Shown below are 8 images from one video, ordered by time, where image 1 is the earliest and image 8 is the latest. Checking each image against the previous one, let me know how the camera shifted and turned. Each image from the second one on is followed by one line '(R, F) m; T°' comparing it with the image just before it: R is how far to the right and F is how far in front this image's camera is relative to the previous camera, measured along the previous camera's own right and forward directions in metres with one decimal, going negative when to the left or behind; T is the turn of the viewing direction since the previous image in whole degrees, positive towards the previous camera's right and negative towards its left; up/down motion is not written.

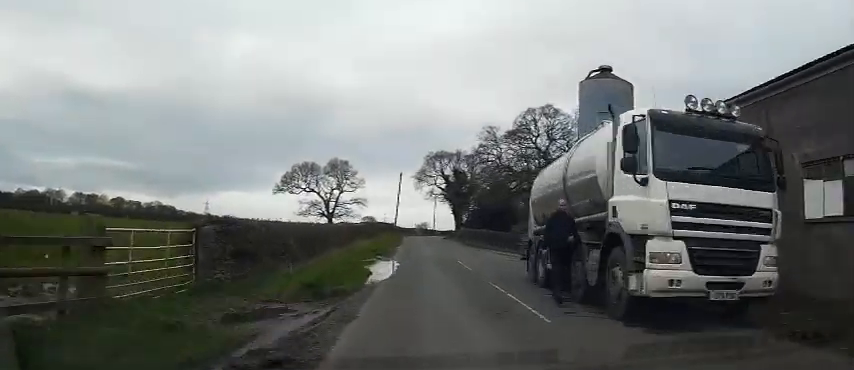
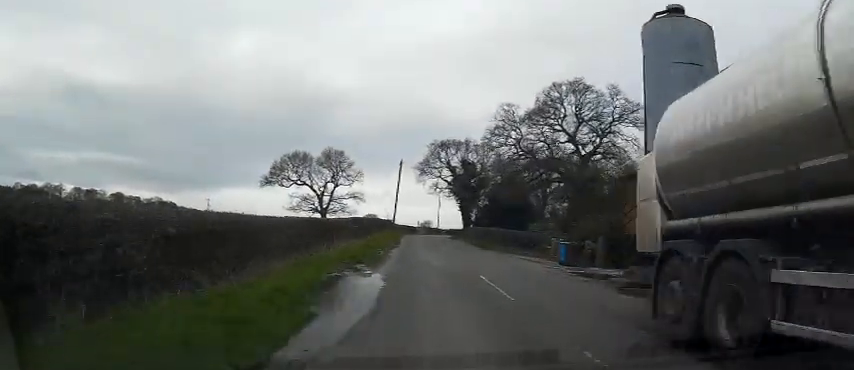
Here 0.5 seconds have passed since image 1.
(+0.2, +8.2) m; 0°
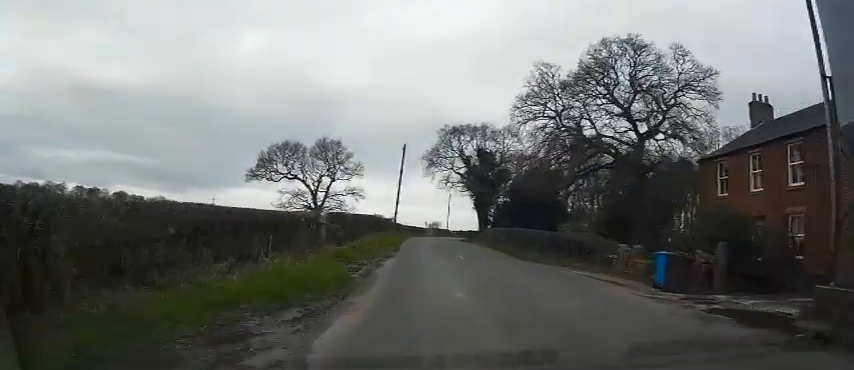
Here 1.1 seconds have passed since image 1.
(-0.1, +10.2) m; -1°
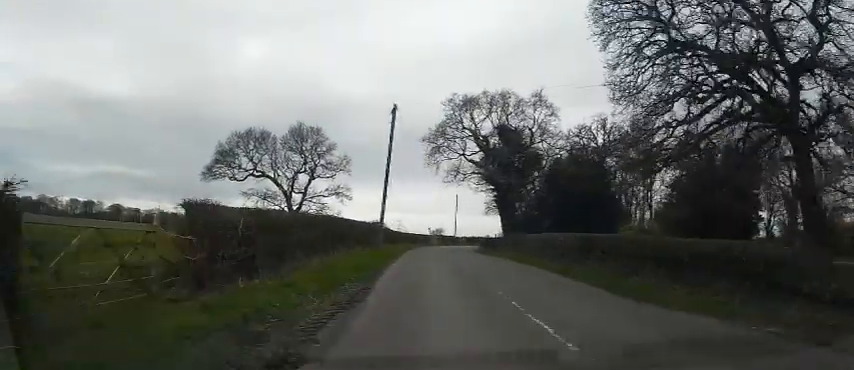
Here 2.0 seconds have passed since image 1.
(-0.2, +13.6) m; -1°
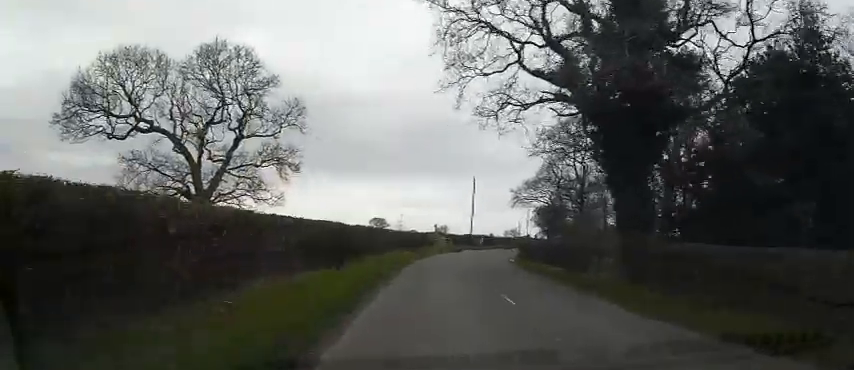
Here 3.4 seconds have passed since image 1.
(0.0, +23.8) m; +1°
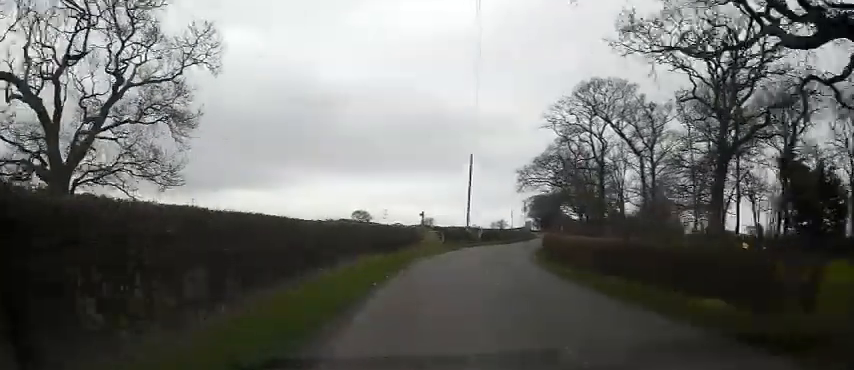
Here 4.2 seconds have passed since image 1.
(+0.1, +12.8) m; +2°
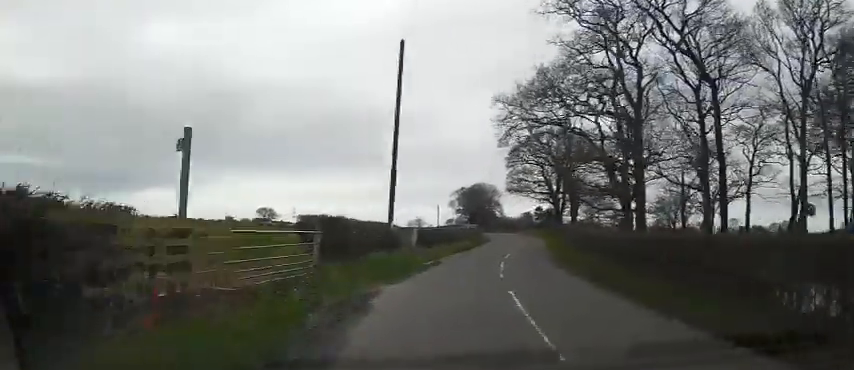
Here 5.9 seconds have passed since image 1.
(+2.0, +27.0) m; +10°
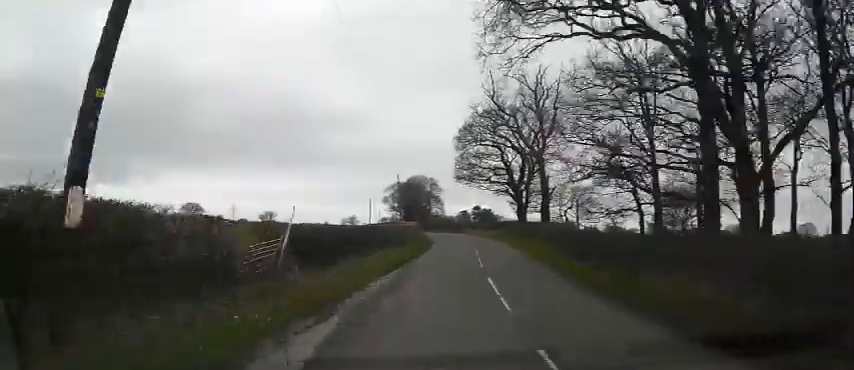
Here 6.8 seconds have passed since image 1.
(+0.6, +13.7) m; +5°
